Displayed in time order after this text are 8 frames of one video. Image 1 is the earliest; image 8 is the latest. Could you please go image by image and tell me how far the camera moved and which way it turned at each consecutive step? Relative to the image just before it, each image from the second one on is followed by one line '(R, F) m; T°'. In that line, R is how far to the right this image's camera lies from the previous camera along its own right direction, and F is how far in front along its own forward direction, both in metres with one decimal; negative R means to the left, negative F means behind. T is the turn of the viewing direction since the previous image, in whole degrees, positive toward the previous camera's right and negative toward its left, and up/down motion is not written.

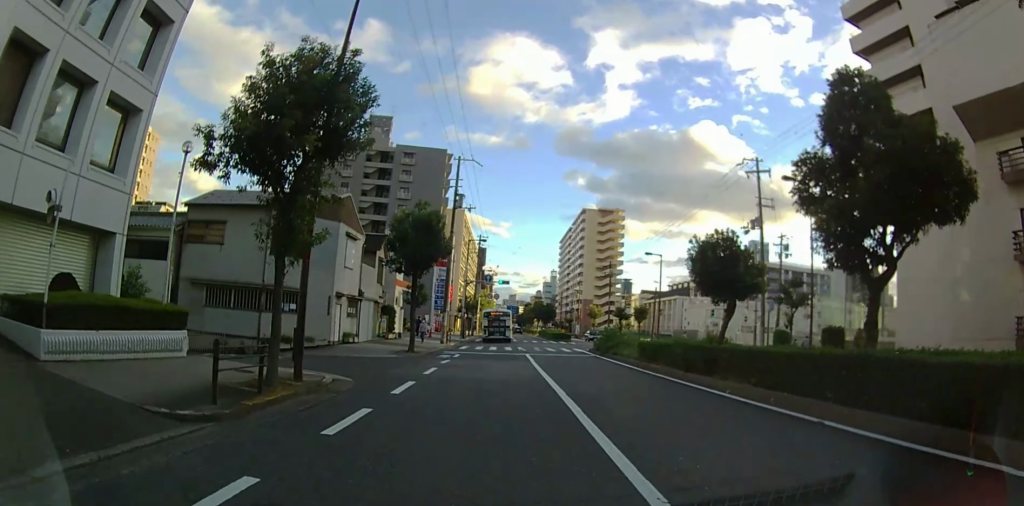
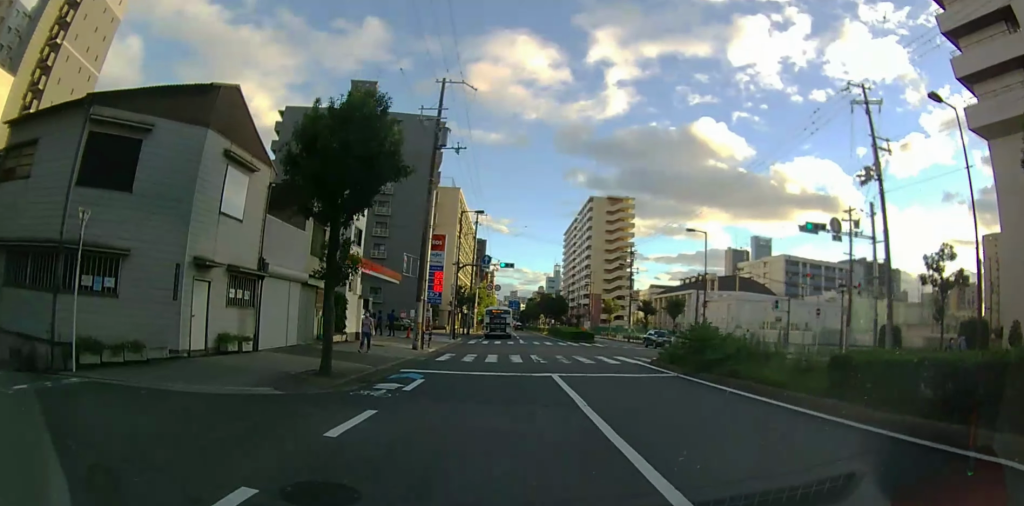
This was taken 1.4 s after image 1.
(0.0, +11.6) m; 0°
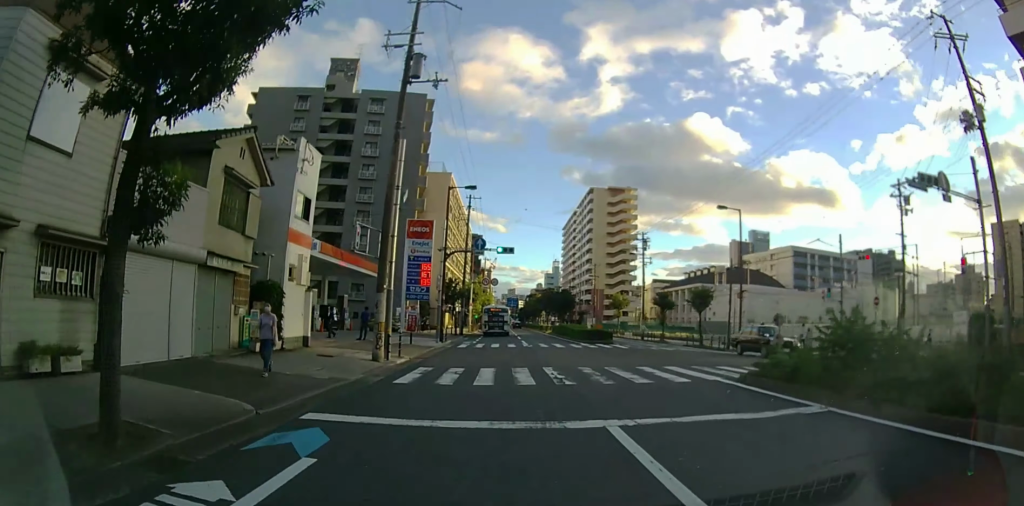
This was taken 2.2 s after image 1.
(0.0, +7.0) m; 0°
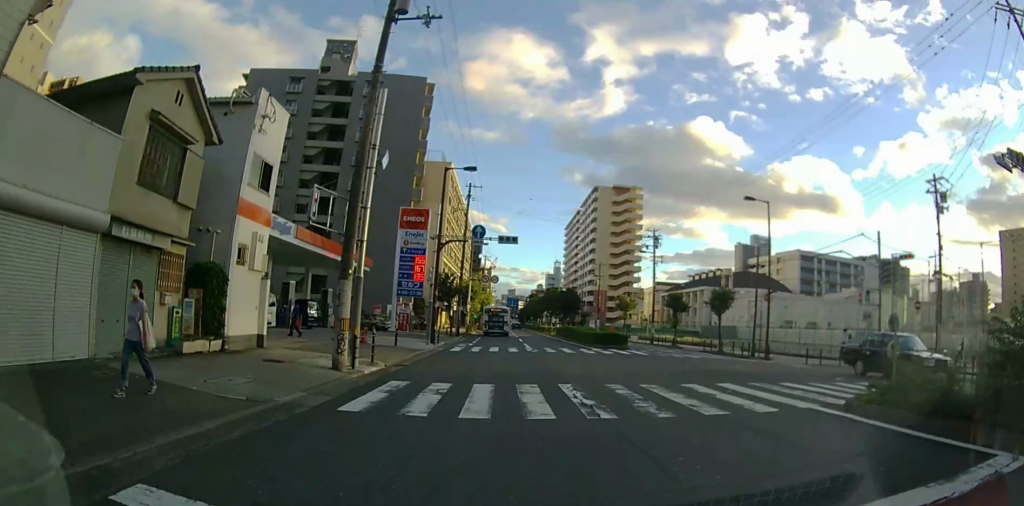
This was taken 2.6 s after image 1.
(0.0, +4.3) m; 0°
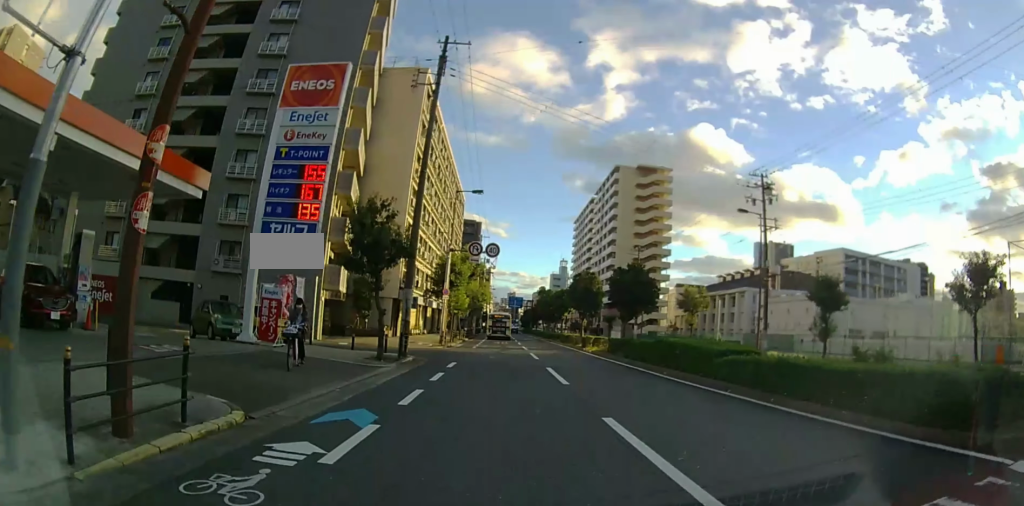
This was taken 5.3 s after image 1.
(-0.7, +24.9) m; -3°
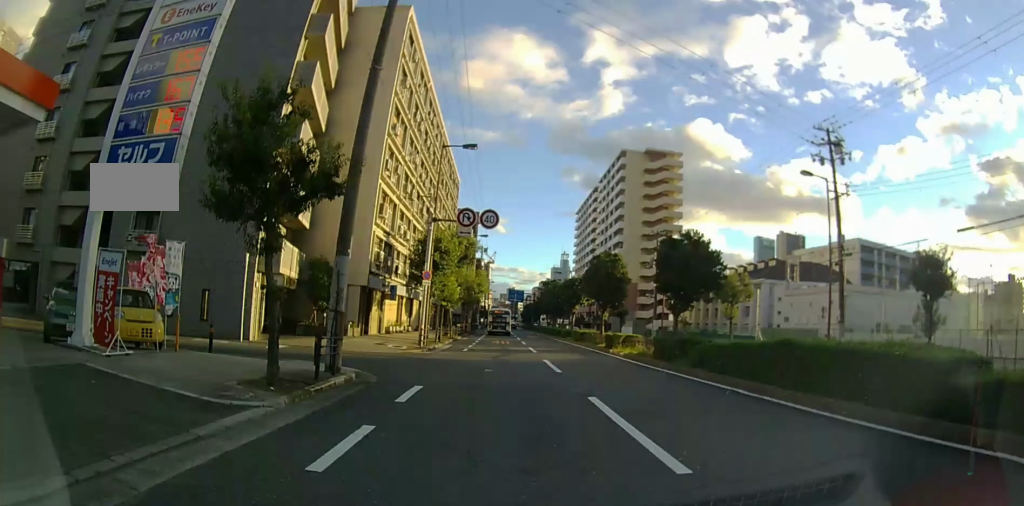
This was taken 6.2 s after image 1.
(0.0, +8.3) m; +1°
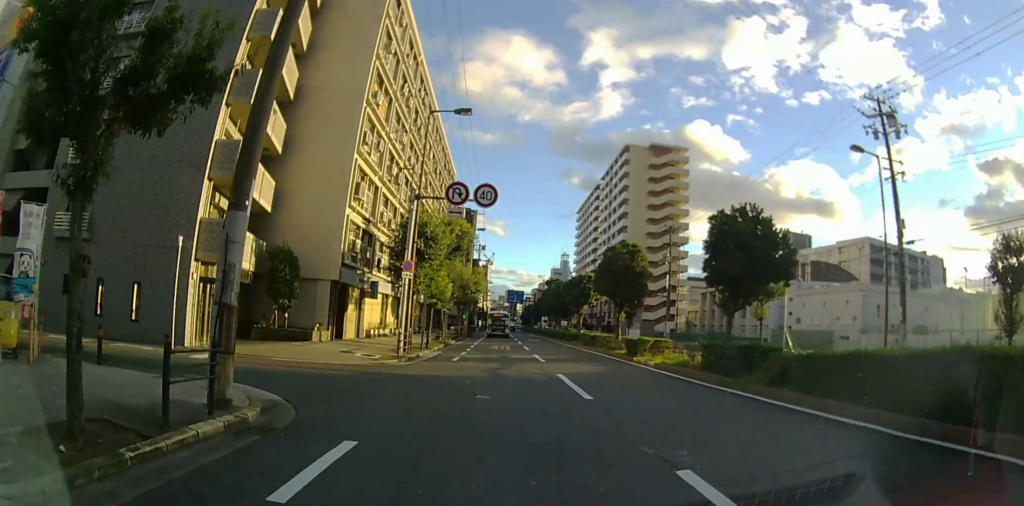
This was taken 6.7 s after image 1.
(+0.1, +4.8) m; +1°
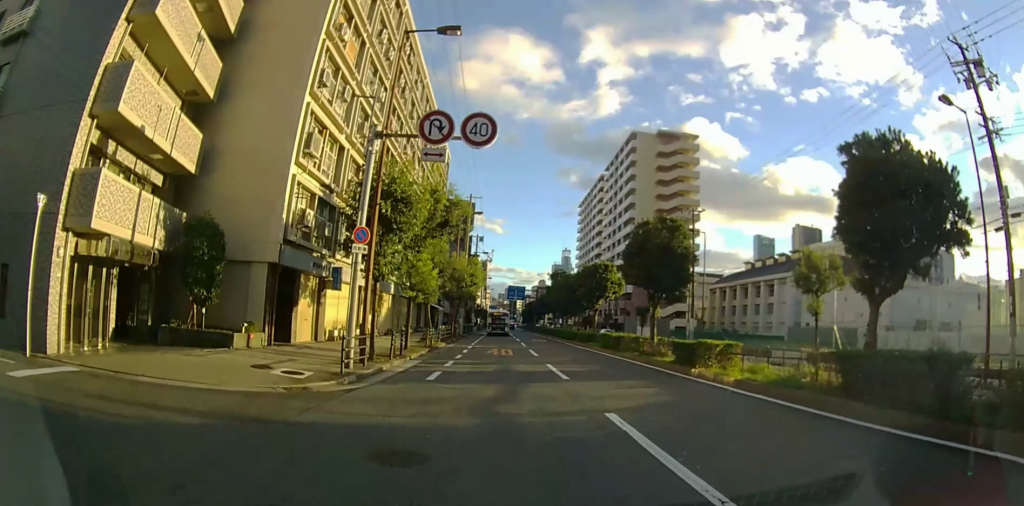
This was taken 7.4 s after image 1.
(+0.1, +6.7) m; +1°
